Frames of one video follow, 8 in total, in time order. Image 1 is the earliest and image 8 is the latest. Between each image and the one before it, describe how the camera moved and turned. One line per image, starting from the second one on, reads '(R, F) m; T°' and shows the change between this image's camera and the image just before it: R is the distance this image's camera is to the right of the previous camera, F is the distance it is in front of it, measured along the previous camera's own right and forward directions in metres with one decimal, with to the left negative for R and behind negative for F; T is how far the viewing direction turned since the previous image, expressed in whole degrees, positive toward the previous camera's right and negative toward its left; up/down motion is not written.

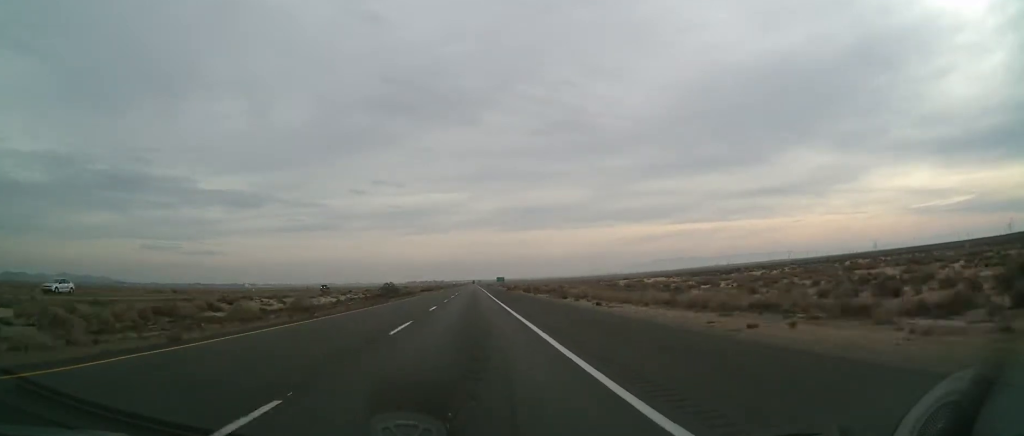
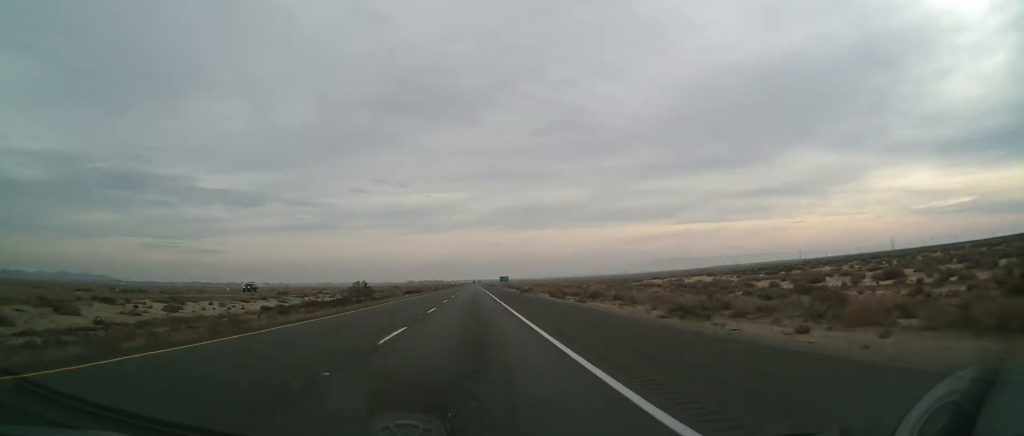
(0.0, +31.6) m; 0°
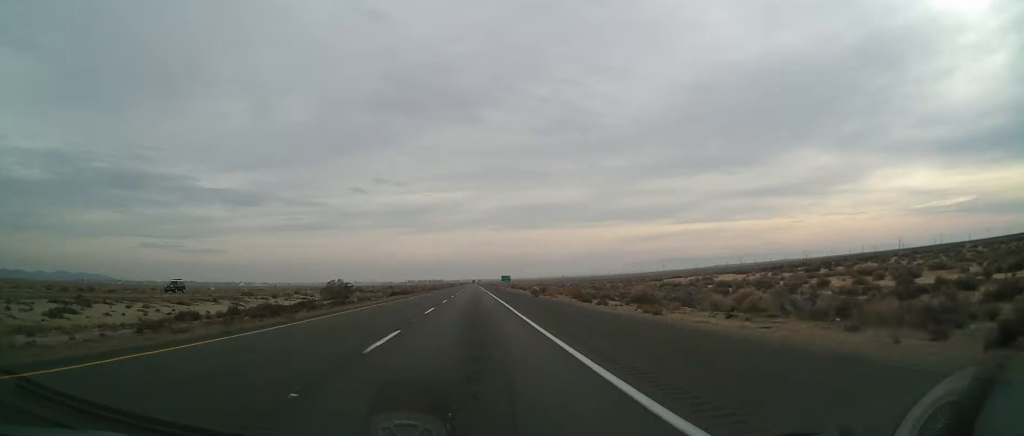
(-0.3, +16.4) m; 0°
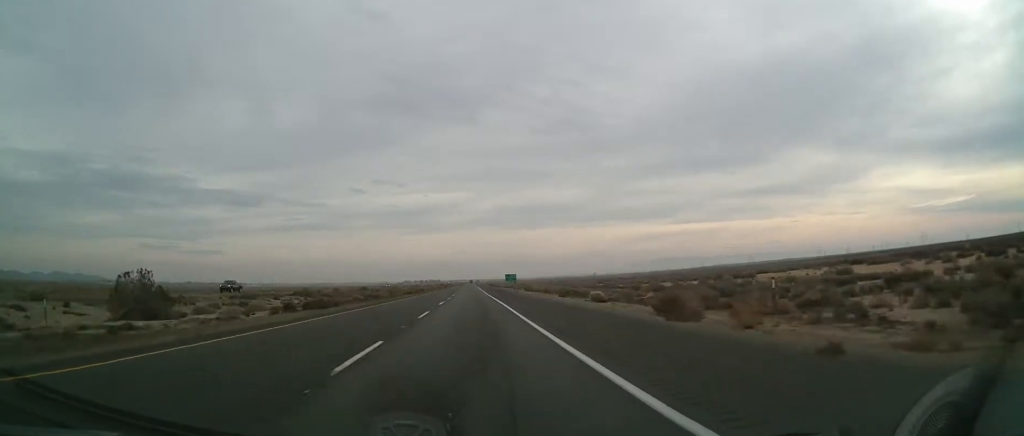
(+0.7, +46.9) m; +1°
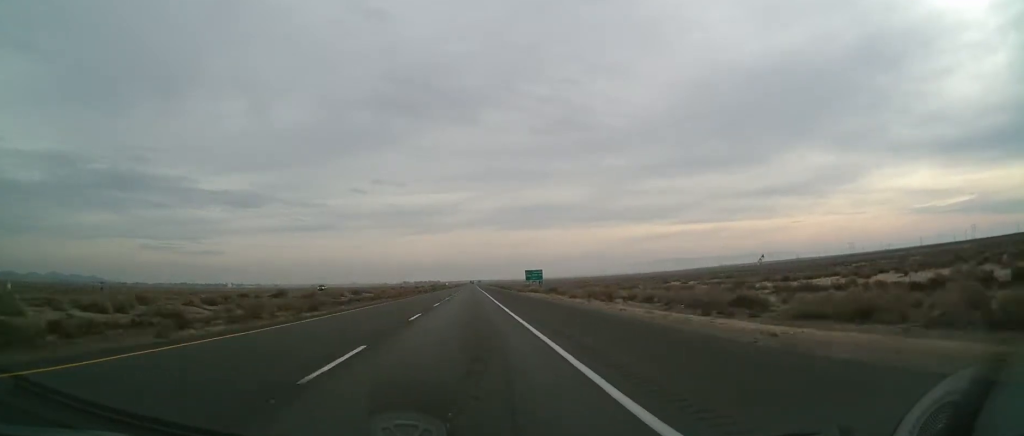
(-0.1, +74.0) m; 0°
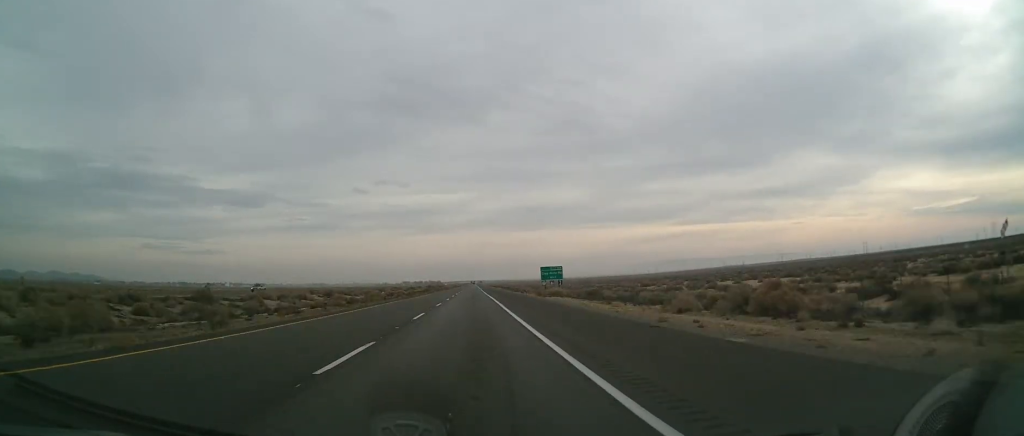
(0.0, +28.3) m; 0°
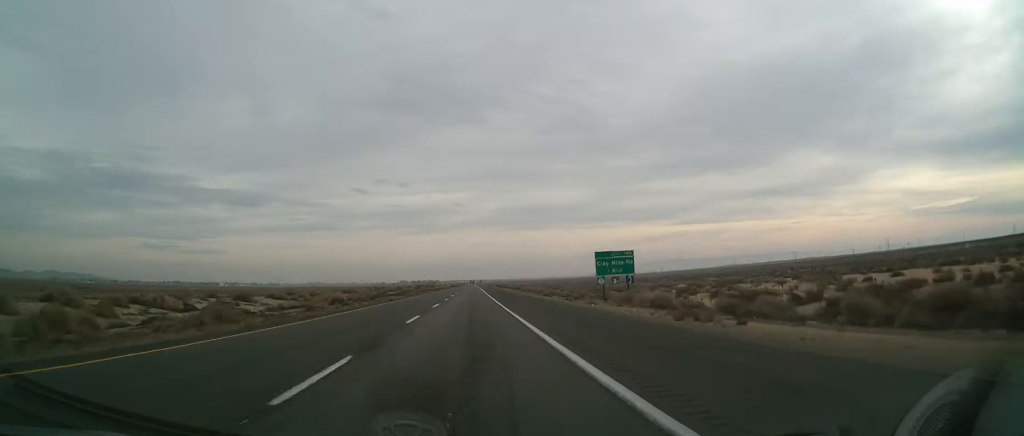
(-0.3, +45.9) m; -1°
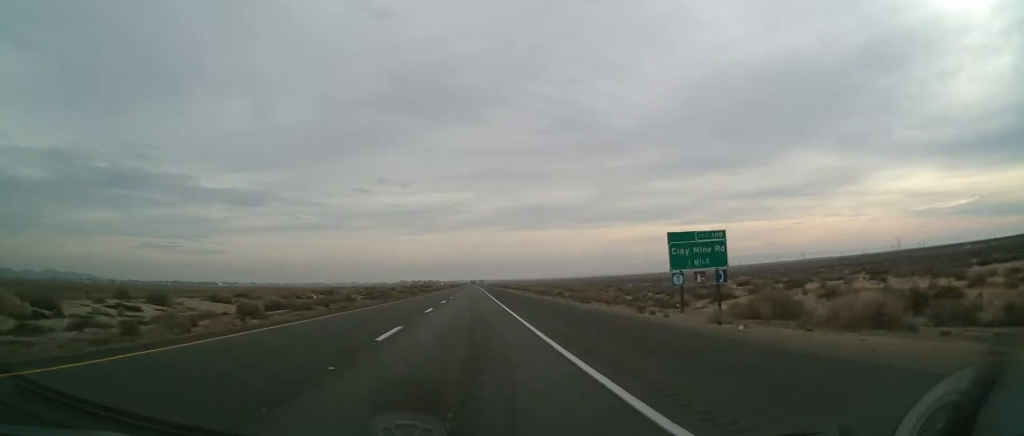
(-0.3, +21.3) m; 0°
